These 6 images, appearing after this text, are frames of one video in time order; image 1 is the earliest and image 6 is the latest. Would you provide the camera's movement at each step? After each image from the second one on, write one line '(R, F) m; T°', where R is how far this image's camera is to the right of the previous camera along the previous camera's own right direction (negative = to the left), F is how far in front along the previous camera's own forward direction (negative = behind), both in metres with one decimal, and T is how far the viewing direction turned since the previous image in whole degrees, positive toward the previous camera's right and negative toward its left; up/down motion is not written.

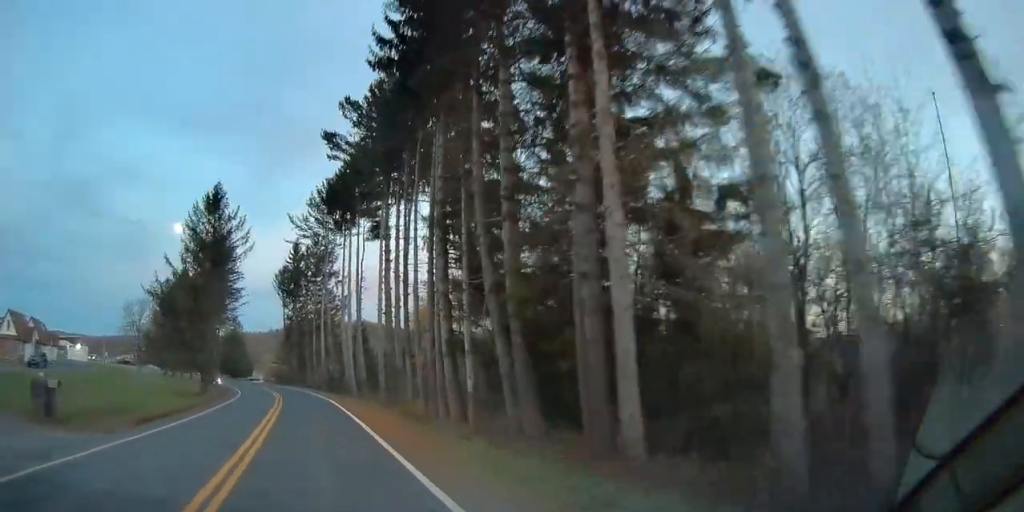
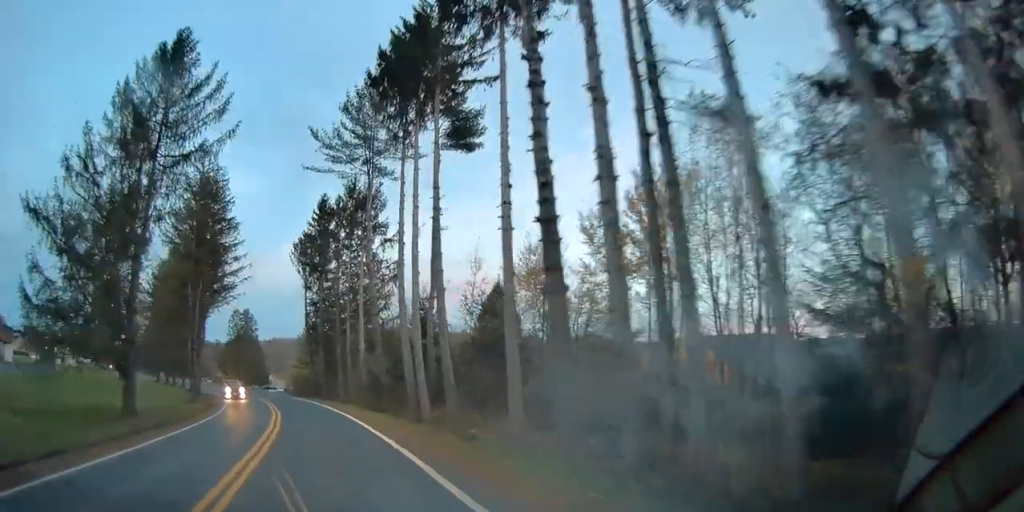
(-0.9, +25.9) m; -4°
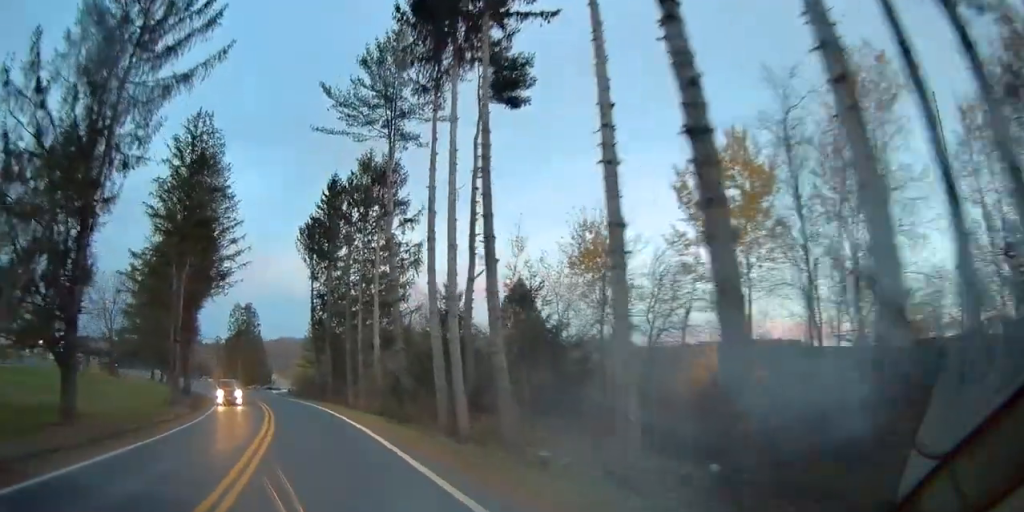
(0.0, +7.0) m; -1°
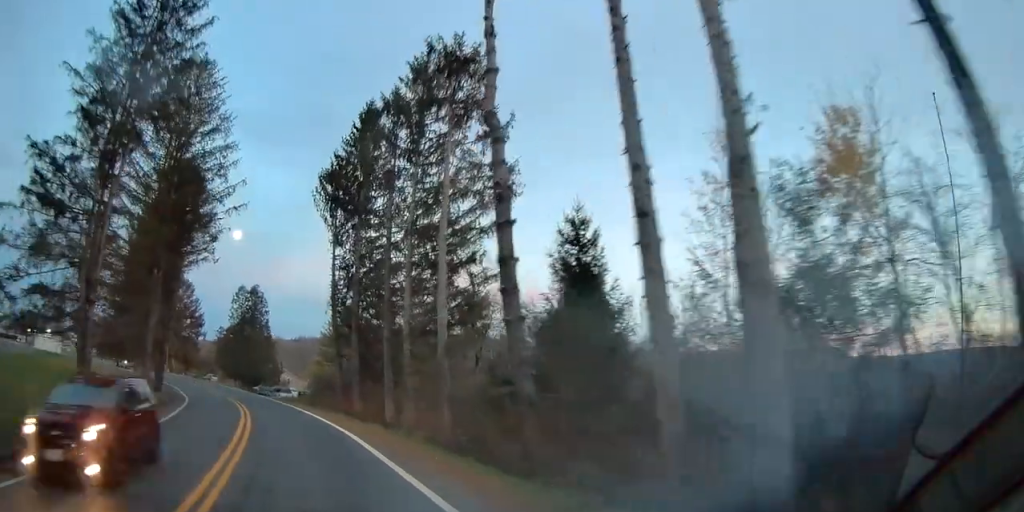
(-0.2, +16.8) m; -2°
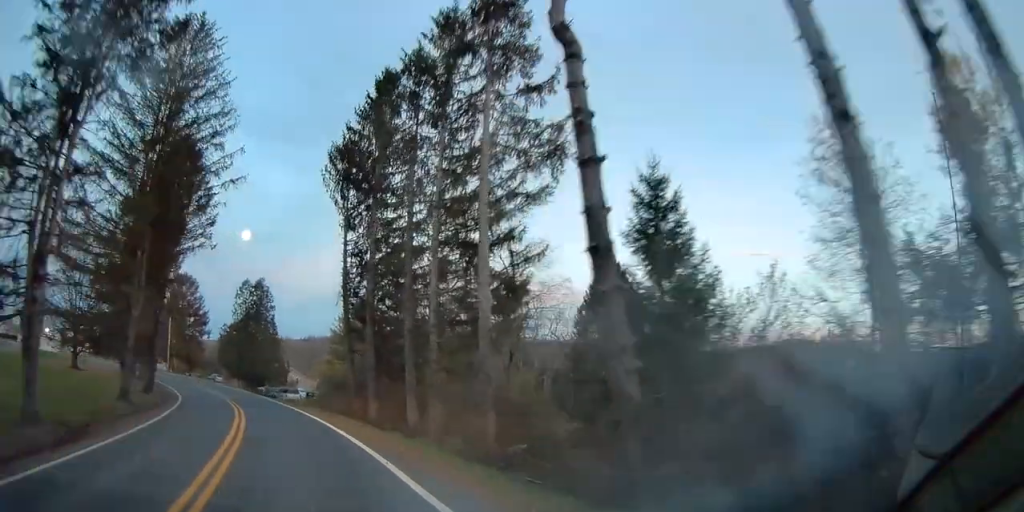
(0.0, +4.8) m; -1°
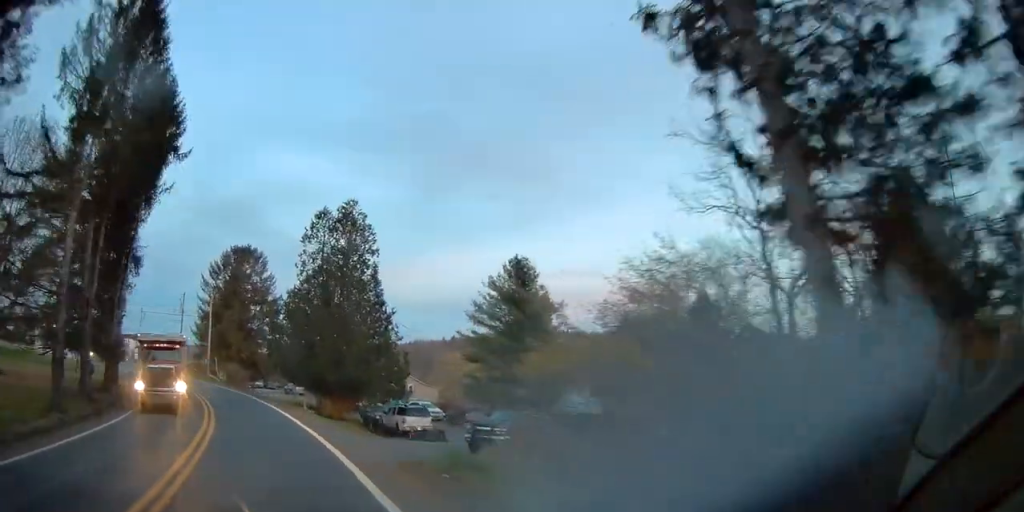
(-2.6, +32.4) m; -9°
